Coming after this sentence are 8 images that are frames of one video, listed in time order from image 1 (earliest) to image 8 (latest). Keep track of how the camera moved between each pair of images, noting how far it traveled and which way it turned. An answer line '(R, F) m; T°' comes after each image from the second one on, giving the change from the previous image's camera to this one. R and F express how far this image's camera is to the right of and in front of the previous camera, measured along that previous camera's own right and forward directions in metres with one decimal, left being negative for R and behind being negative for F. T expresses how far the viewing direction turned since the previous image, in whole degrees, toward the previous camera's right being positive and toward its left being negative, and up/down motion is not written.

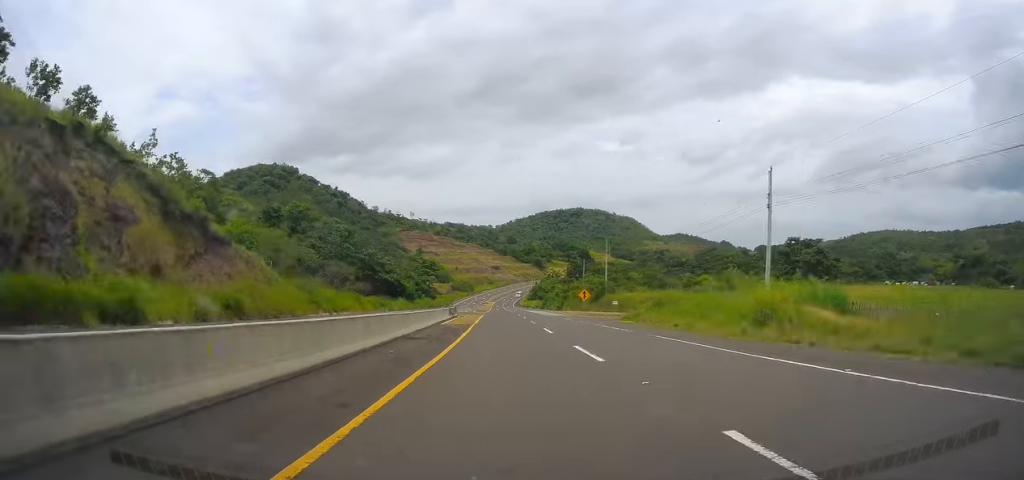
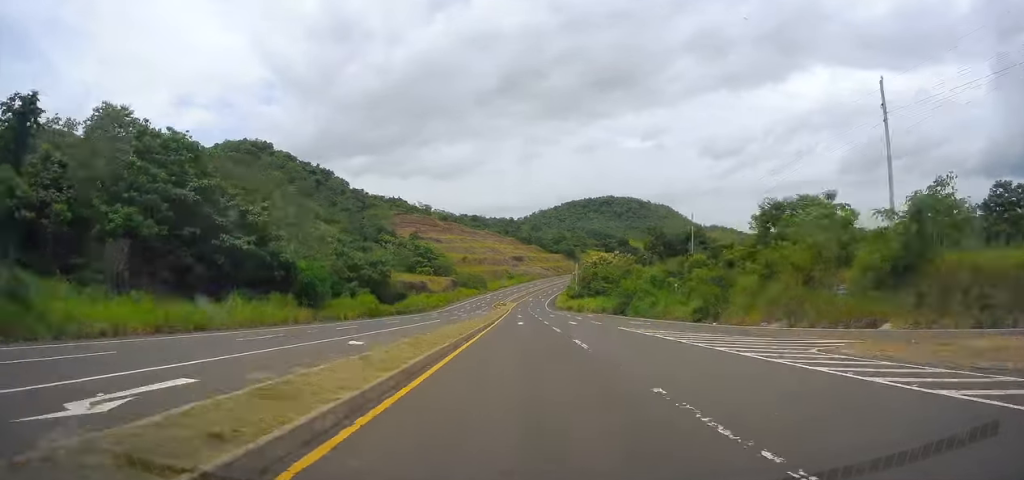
(-4.5, +83.7) m; -5°
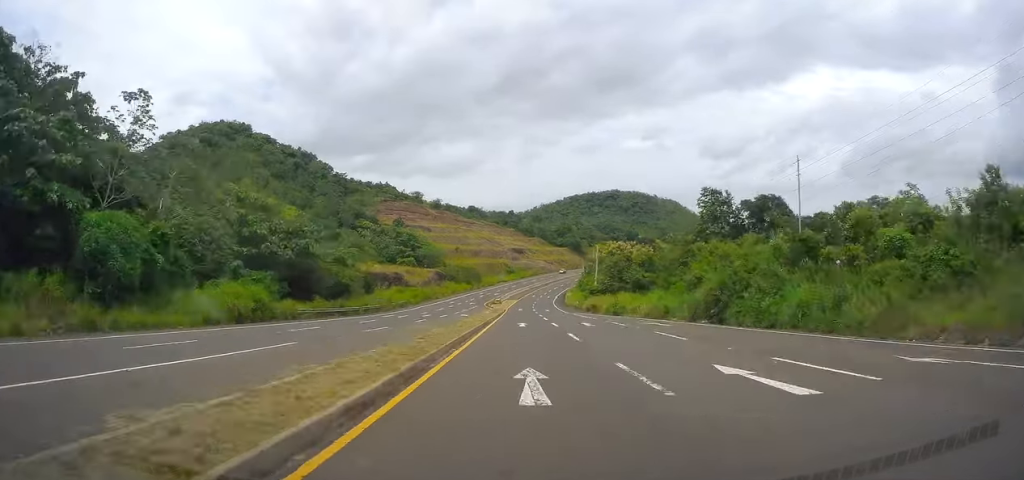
(-0.4, +33.6) m; 0°
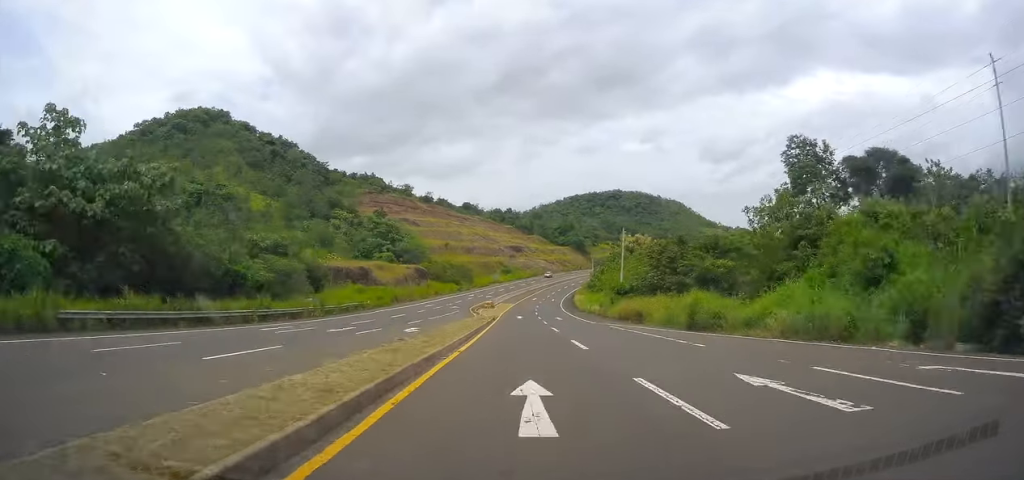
(-0.1, +25.9) m; 0°
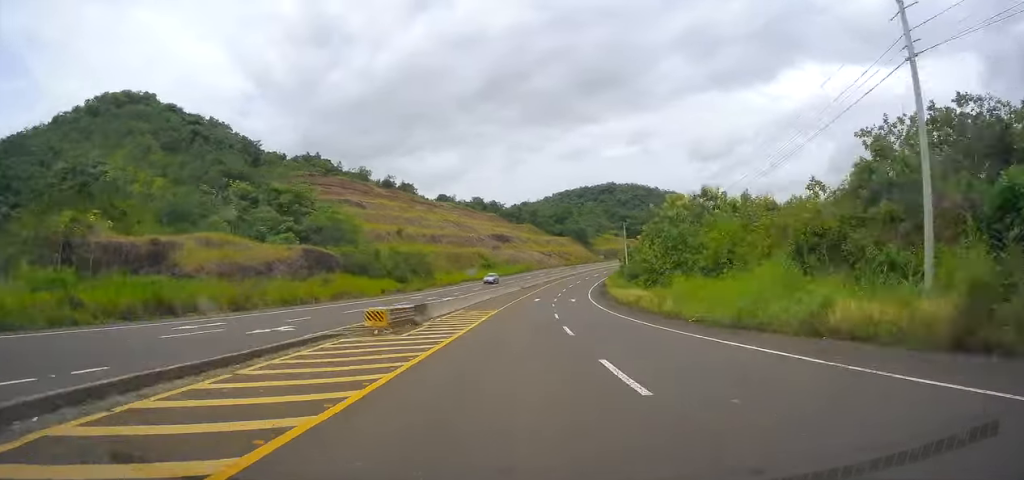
(0.0, +58.1) m; +1°
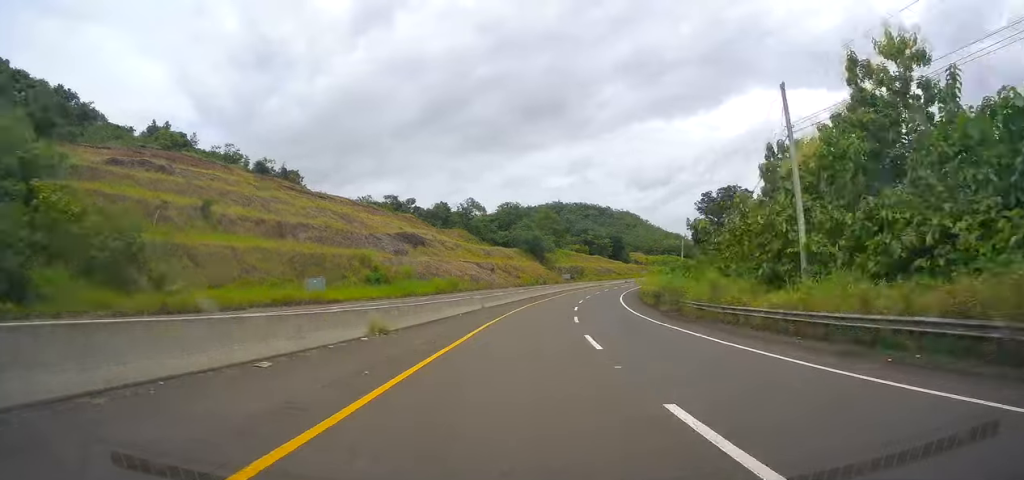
(+1.6, +68.9) m; +4°
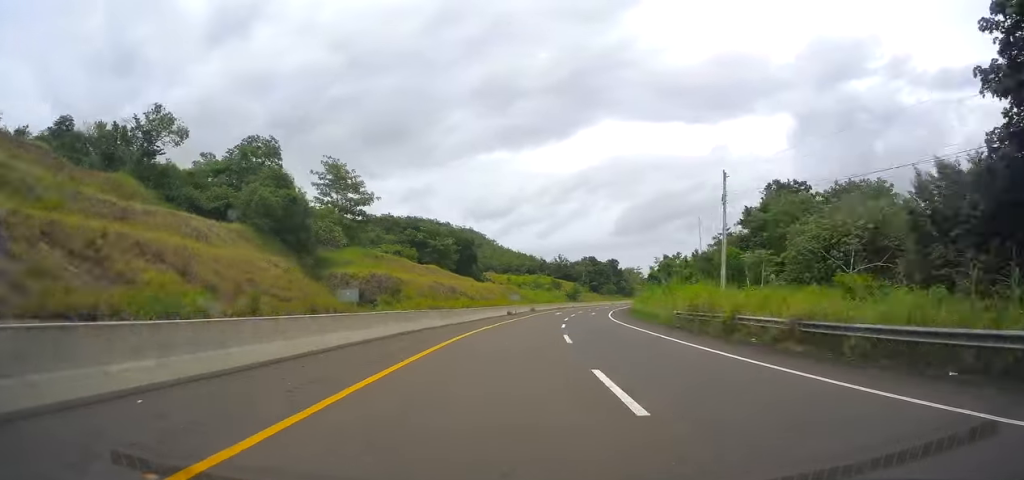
(+10.0, +95.2) m; +13°
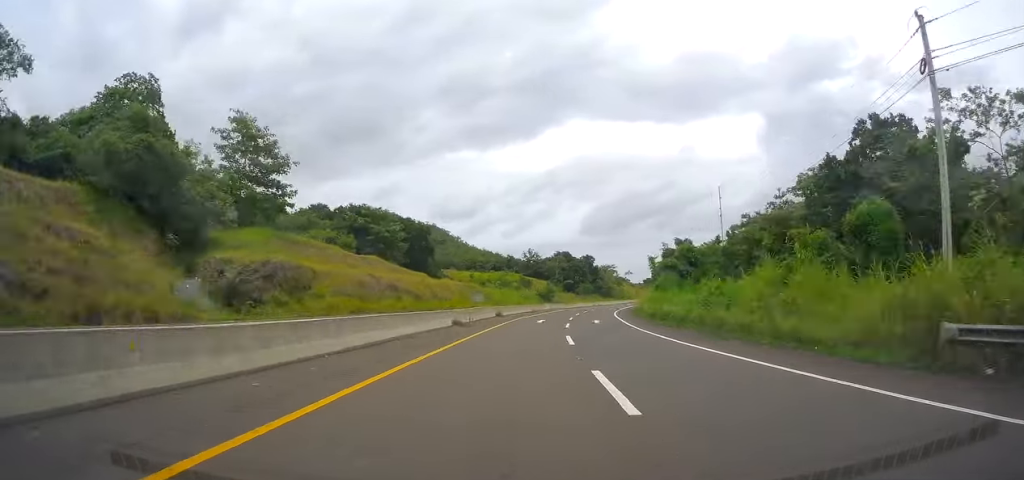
(+0.1, +25.6) m; +4°
